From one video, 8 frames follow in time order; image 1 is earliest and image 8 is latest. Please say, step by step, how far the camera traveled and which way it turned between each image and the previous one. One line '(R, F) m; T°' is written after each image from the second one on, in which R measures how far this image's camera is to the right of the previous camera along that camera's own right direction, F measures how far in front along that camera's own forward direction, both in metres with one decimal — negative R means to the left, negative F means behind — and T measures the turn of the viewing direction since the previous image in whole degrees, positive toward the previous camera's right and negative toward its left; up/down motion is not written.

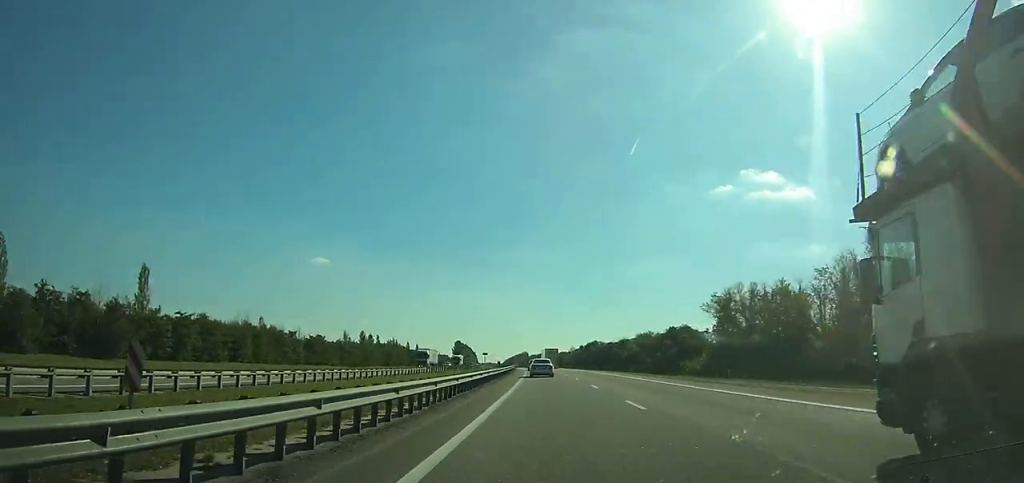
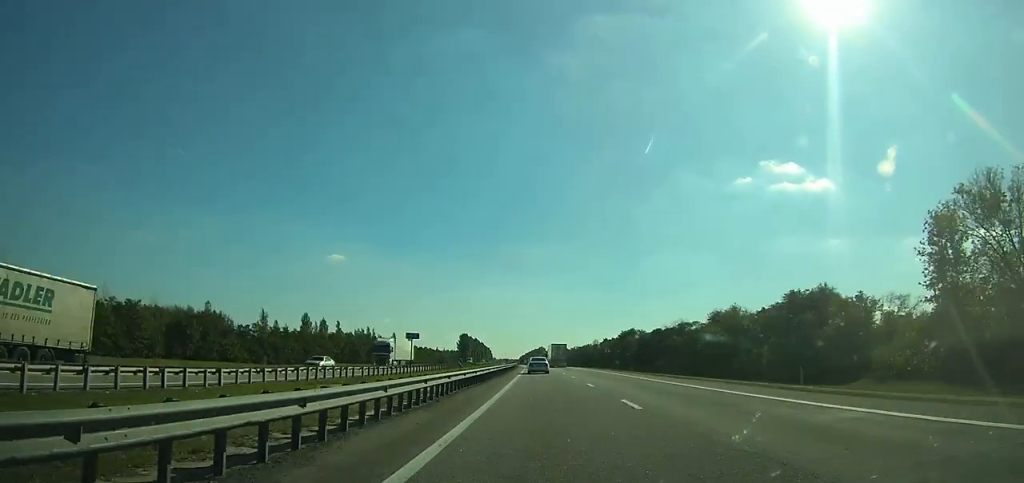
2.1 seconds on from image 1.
(-1.3, +59.9) m; -2°
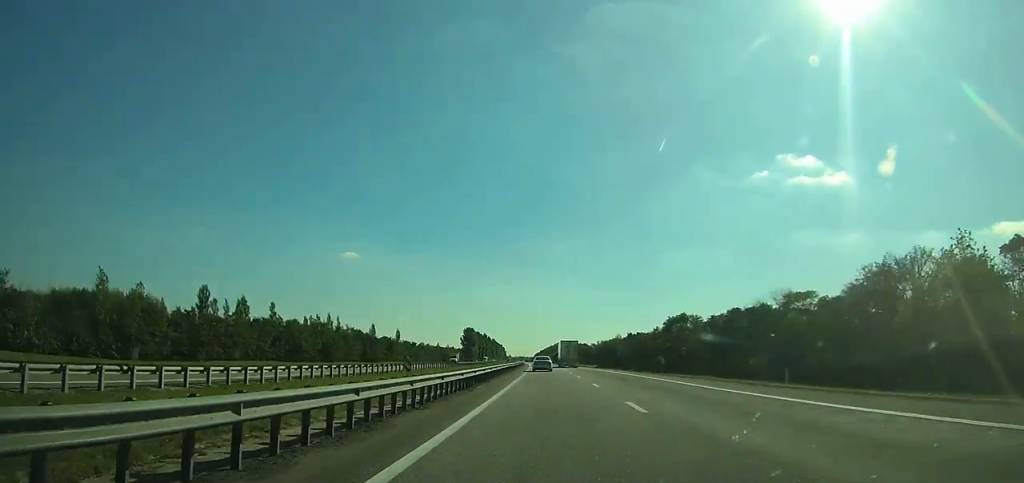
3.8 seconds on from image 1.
(-0.4, +48.6) m; -1°
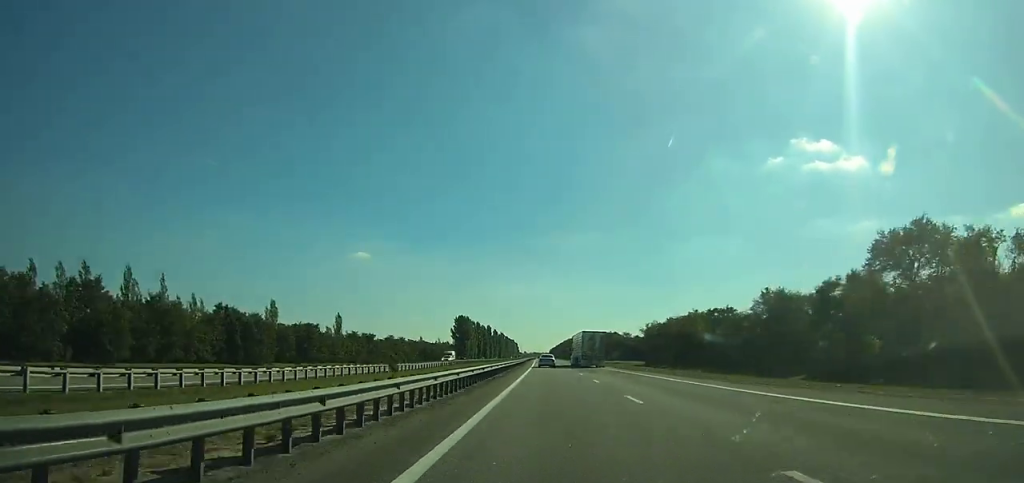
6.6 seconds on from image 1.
(-1.3, +79.6) m; -1°
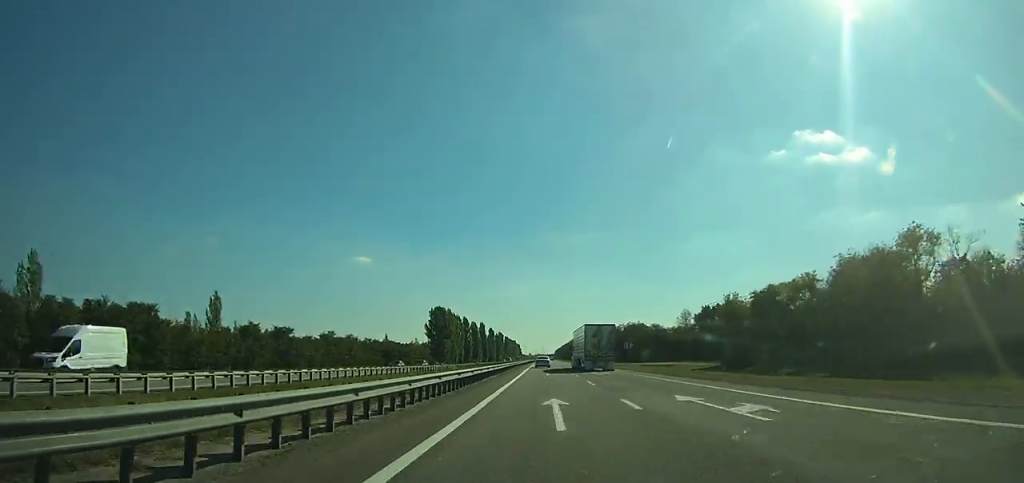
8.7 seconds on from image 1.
(-0.6, +59.8) m; -1°
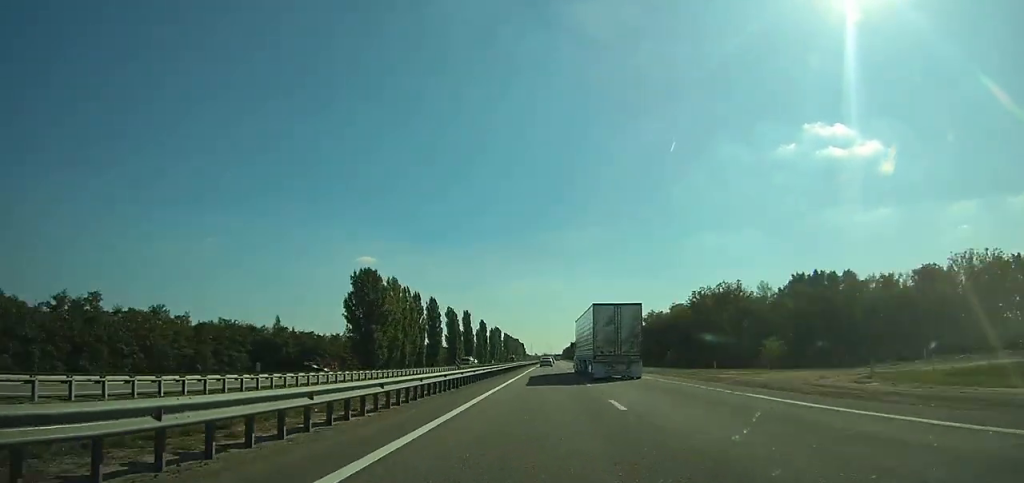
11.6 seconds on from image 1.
(-0.5, +86.2) m; 0°
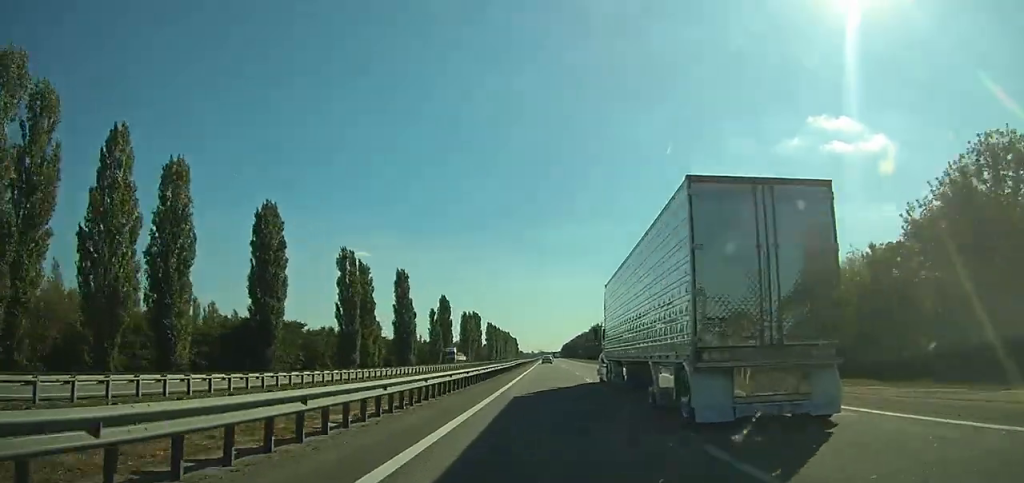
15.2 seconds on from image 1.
(+0.1, +109.3) m; 0°
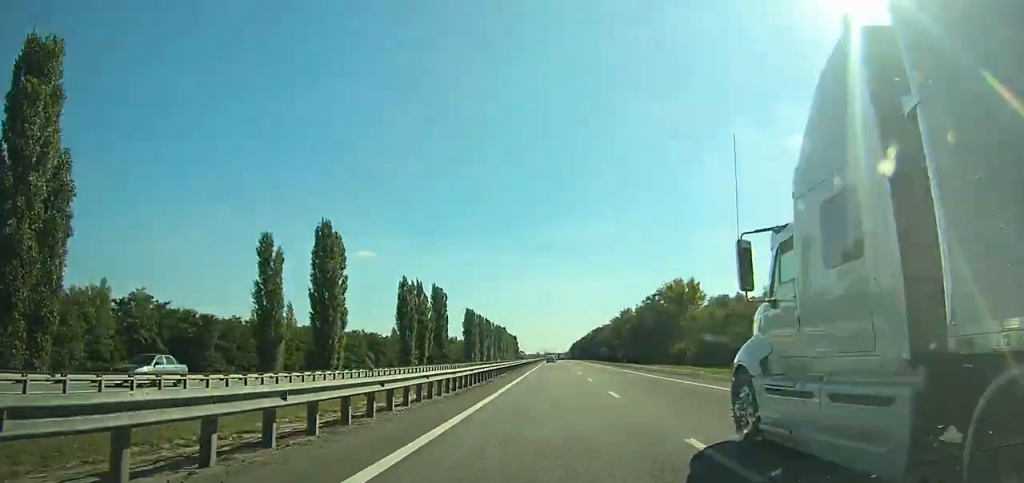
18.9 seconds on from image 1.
(+0.5, +110.8) m; +1°
